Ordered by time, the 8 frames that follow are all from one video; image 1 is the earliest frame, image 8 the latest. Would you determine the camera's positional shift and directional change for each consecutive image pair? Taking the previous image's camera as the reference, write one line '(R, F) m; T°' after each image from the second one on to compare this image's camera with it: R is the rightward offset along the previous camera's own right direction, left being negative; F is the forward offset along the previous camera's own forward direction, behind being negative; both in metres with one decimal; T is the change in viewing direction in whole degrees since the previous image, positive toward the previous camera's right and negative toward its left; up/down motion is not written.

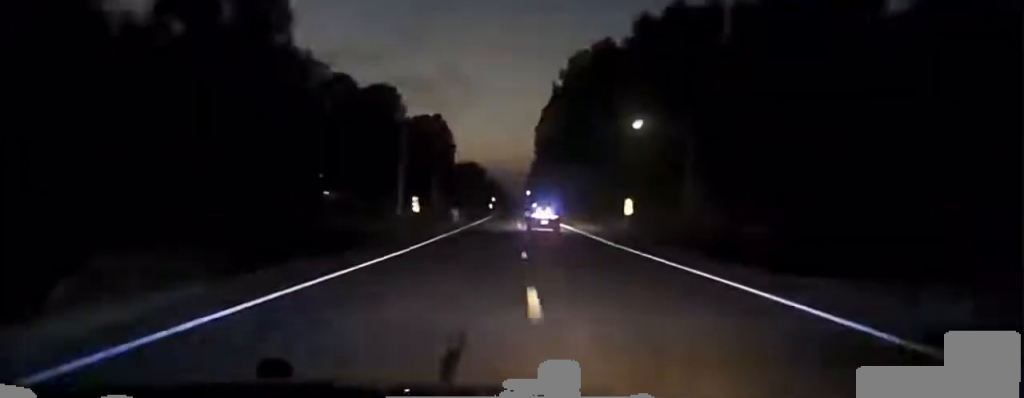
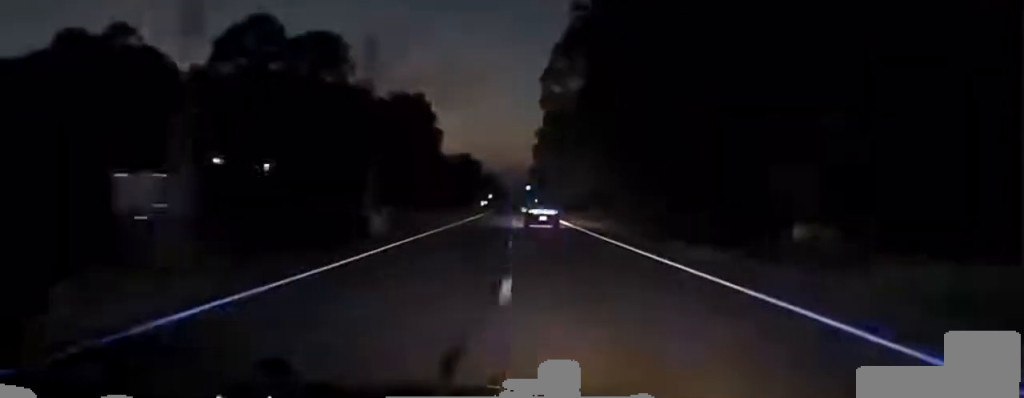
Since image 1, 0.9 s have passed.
(+0.1, +44.4) m; 0°
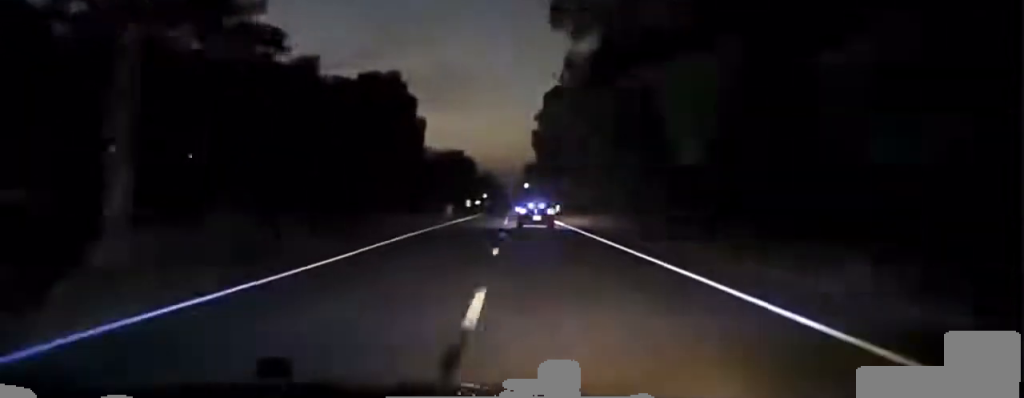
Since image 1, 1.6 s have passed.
(-0.1, +37.4) m; 0°
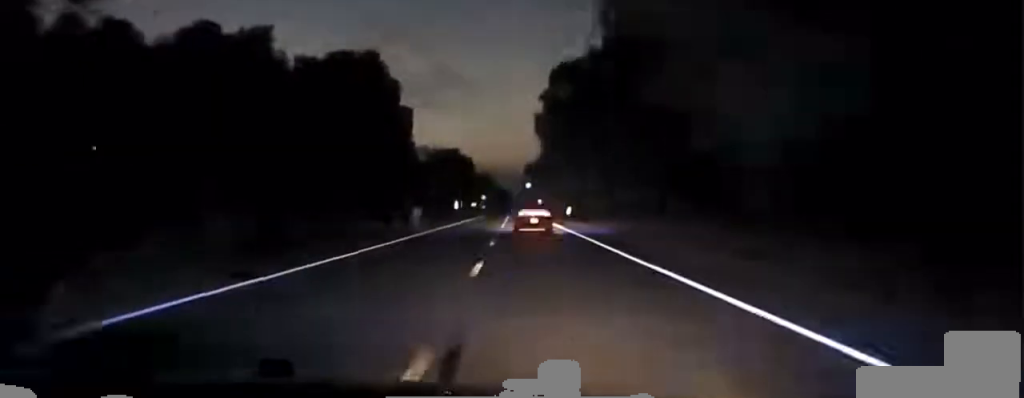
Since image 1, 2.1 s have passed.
(-0.1, +29.0) m; 0°
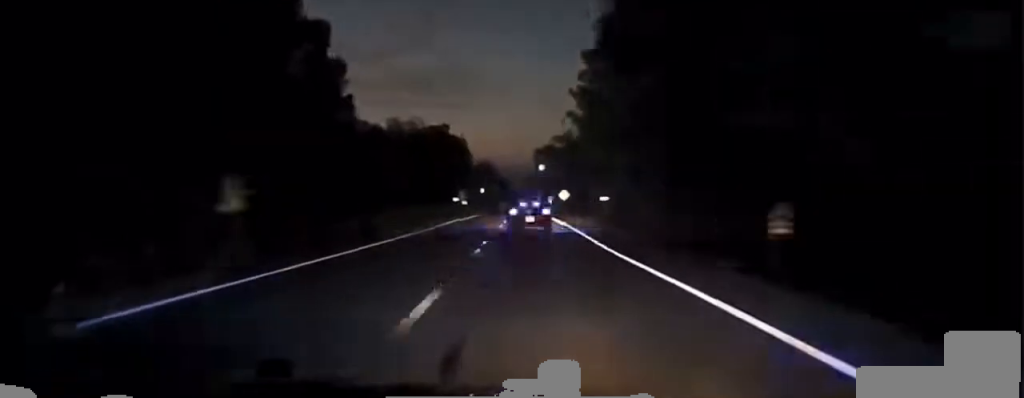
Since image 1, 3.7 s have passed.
(-0.6, +93.1) m; -1°
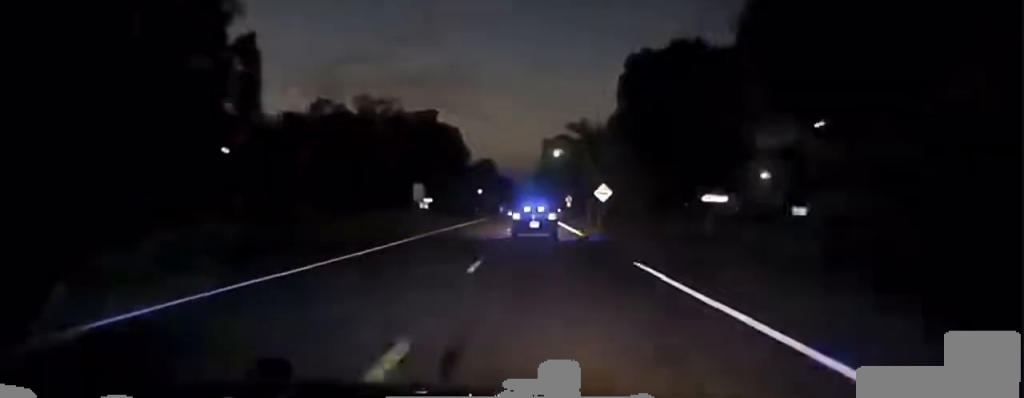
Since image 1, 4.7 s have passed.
(-0.1, +55.6) m; 0°
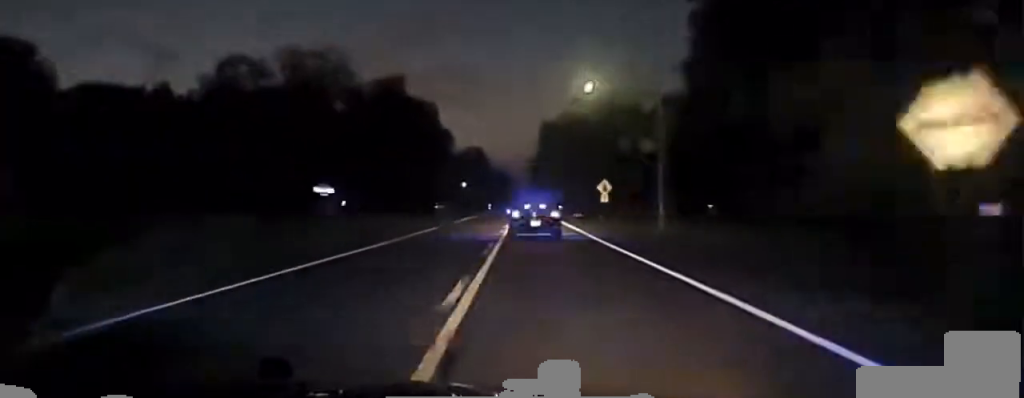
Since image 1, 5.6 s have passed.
(+0.2, +59.8) m; 0°
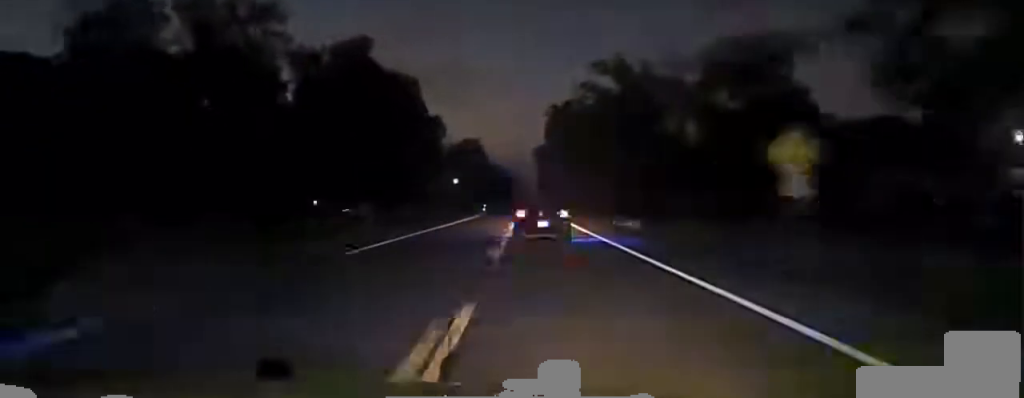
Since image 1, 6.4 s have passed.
(+0.1, +41.5) m; 0°
